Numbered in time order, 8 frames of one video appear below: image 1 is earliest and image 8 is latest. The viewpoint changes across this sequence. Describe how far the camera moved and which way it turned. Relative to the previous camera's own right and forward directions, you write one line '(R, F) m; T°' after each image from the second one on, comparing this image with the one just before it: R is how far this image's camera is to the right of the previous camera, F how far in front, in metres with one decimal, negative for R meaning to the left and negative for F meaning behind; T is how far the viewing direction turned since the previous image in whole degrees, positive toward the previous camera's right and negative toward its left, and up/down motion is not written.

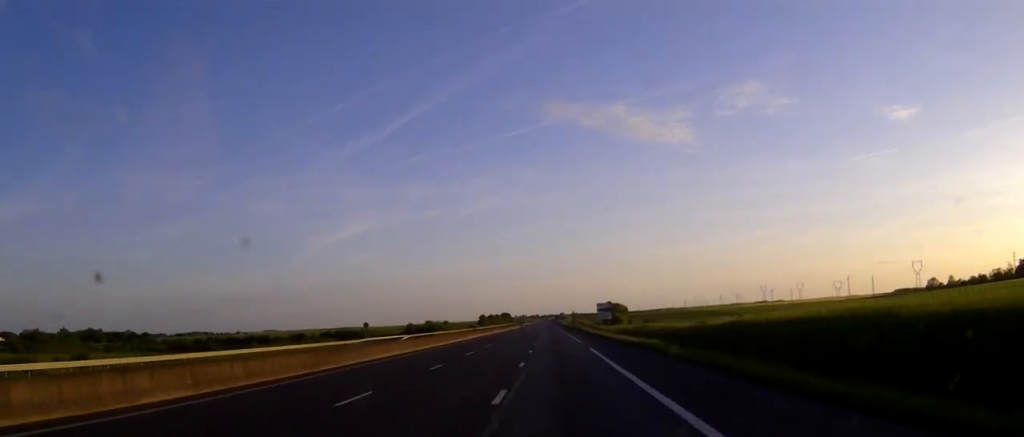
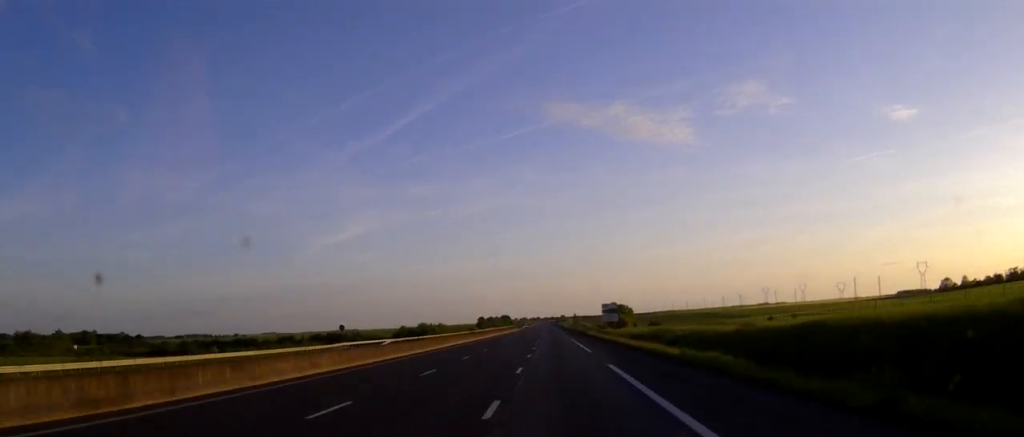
(0.0, +15.2) m; 0°
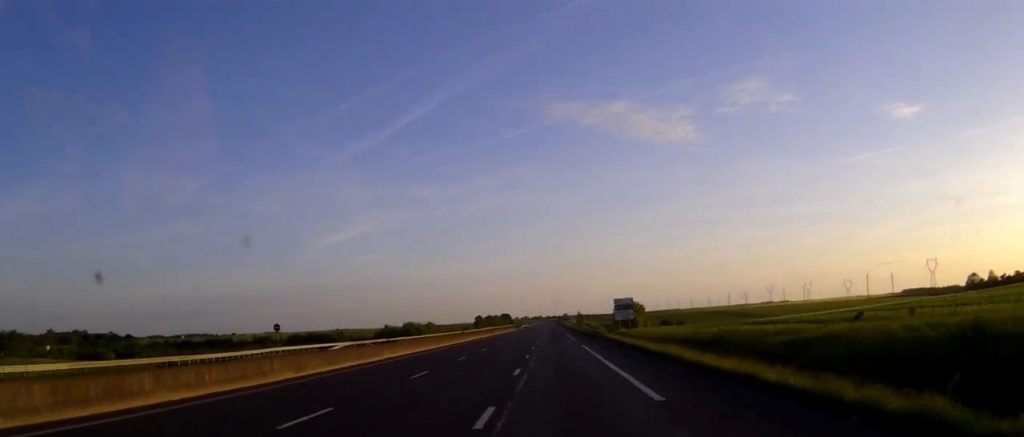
(0.0, +27.5) m; 0°
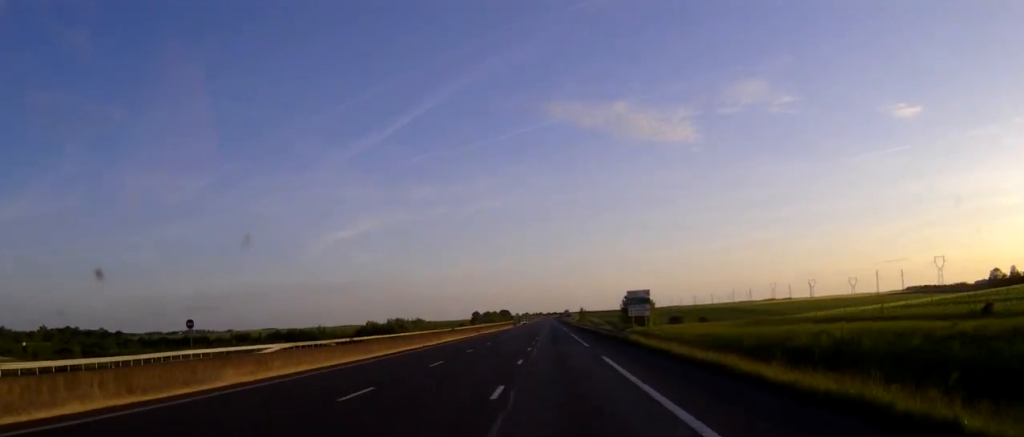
(0.0, +21.8) m; 0°
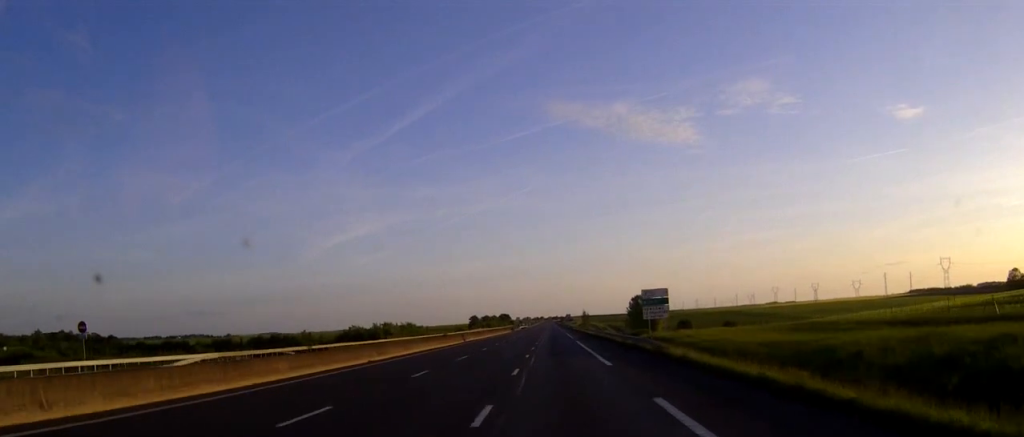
(0.0, +17.1) m; 0°
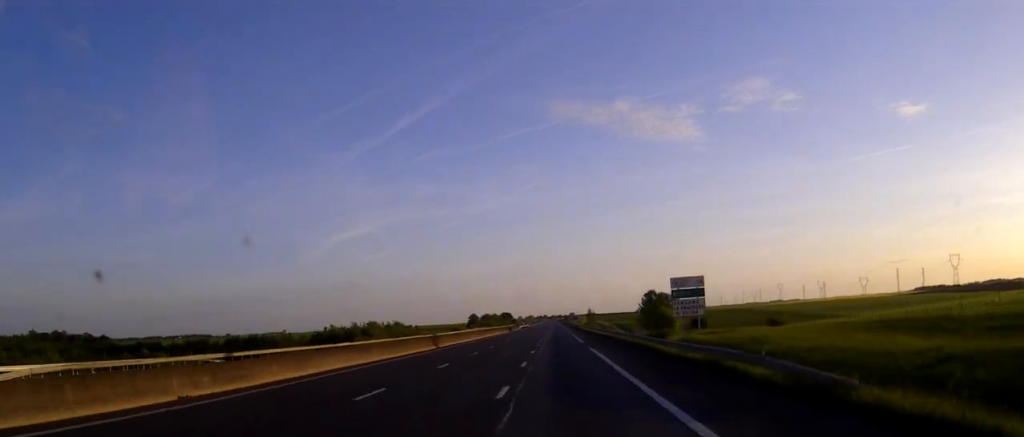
(-0.1, +20.8) m; 0°
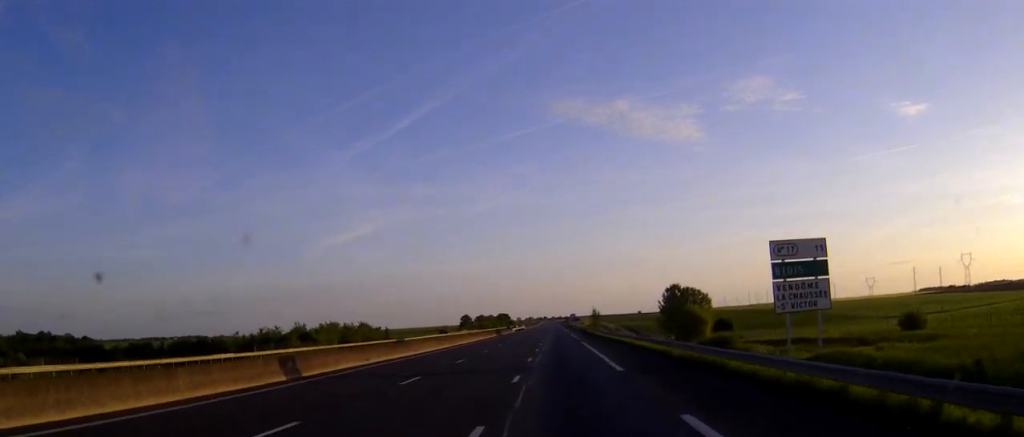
(-0.1, +33.9) m; 0°
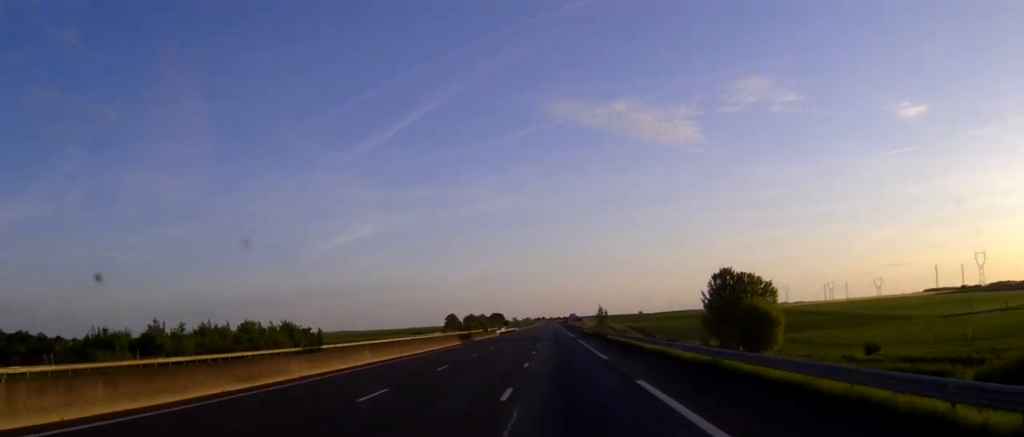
(+0.1, +44.2) m; 0°
